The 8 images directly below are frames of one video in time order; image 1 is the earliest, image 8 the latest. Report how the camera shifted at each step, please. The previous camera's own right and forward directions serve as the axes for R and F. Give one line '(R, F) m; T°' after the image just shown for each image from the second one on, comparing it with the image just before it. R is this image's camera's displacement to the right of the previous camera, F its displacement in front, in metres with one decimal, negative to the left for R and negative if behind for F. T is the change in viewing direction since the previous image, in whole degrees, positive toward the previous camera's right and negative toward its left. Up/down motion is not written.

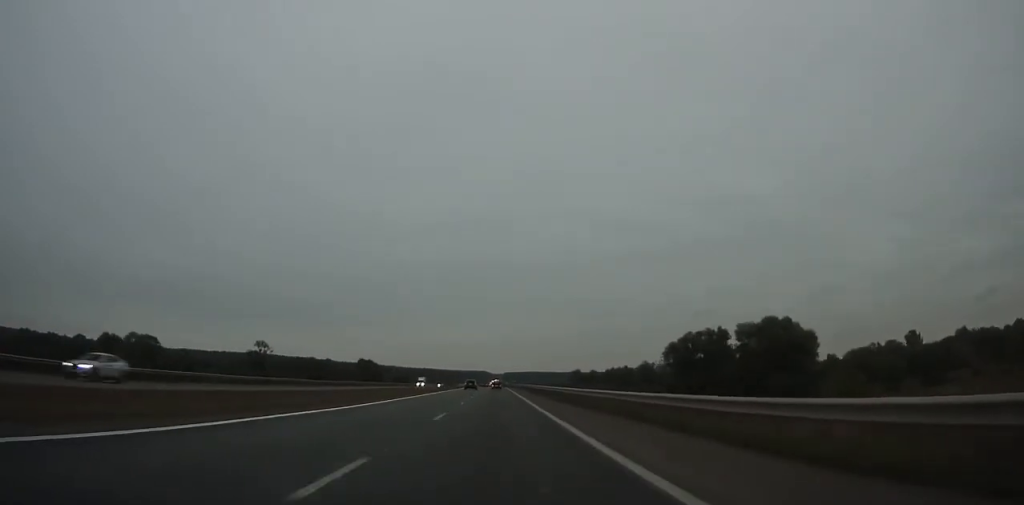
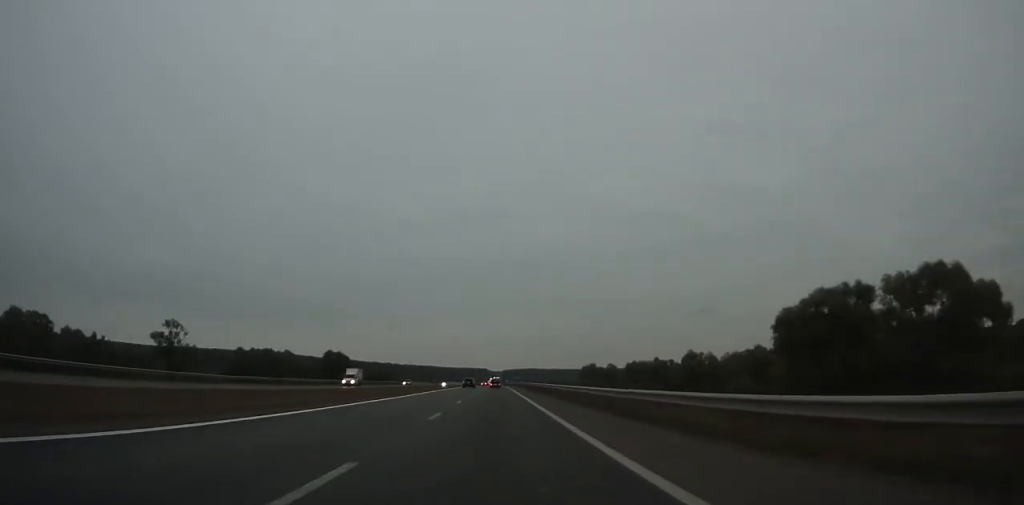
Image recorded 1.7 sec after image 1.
(0.0, +49.0) m; 0°
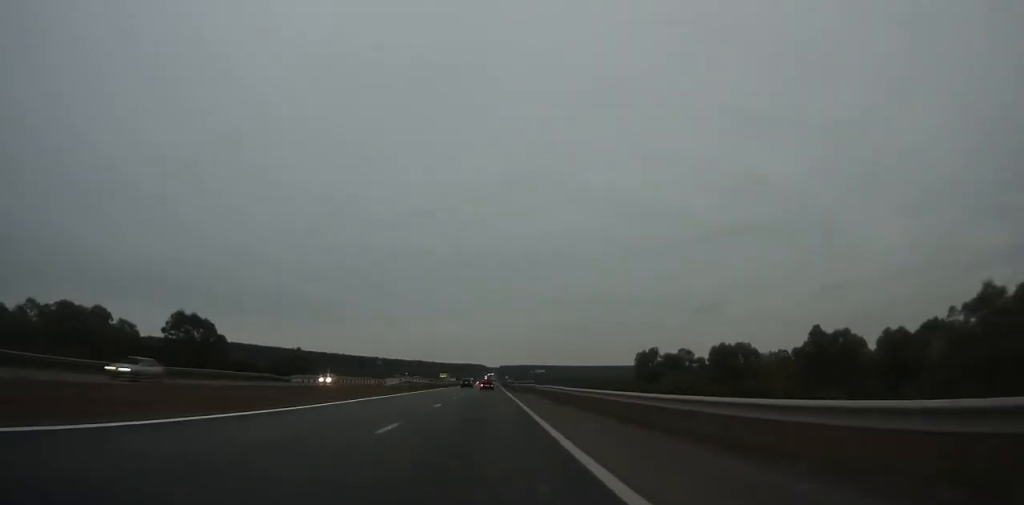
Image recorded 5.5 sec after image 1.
(+0.1, +105.1) m; 0°
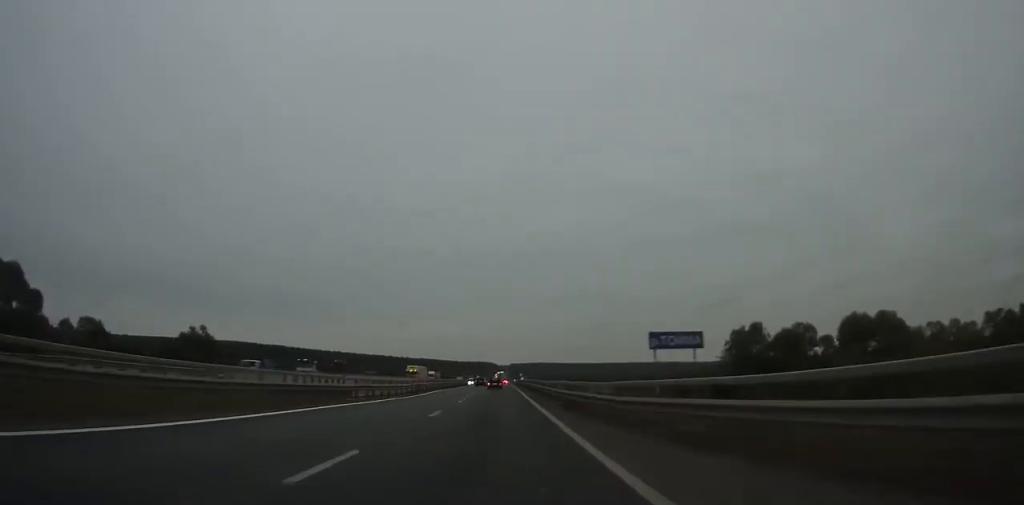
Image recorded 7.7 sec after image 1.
(-0.2, +56.2) m; 0°
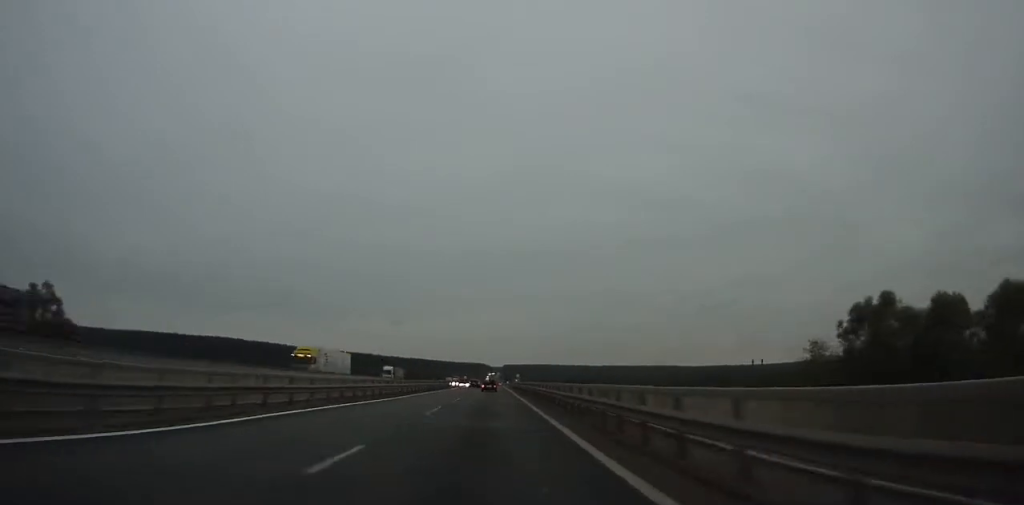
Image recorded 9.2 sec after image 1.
(-0.1, +37.2) m; 0°
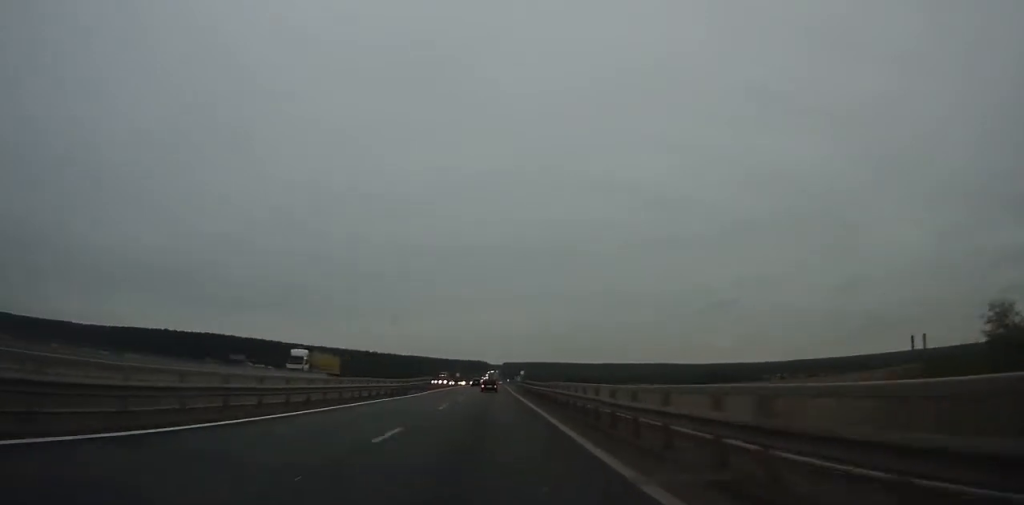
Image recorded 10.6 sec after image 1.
(0.0, +32.8) m; 0°
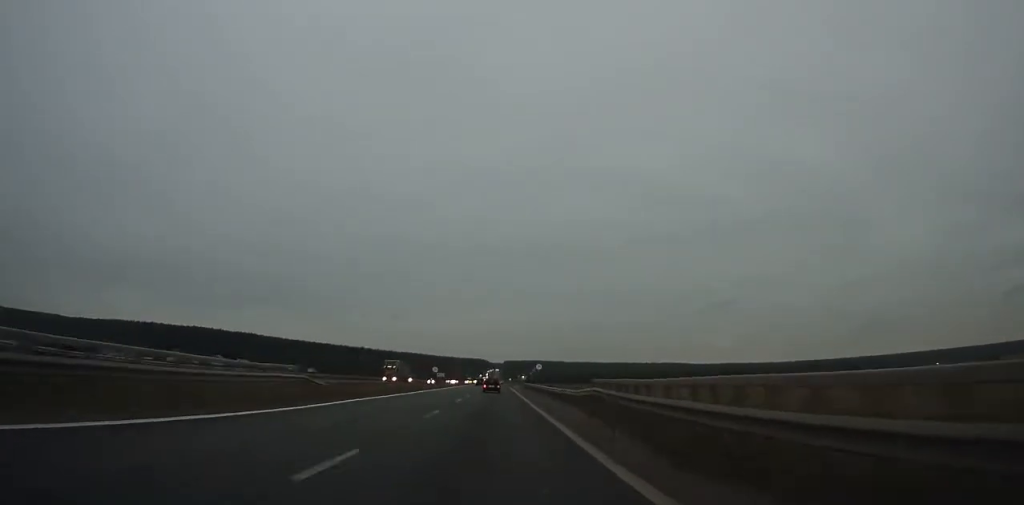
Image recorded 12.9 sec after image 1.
(0.0, +52.1) m; 0°
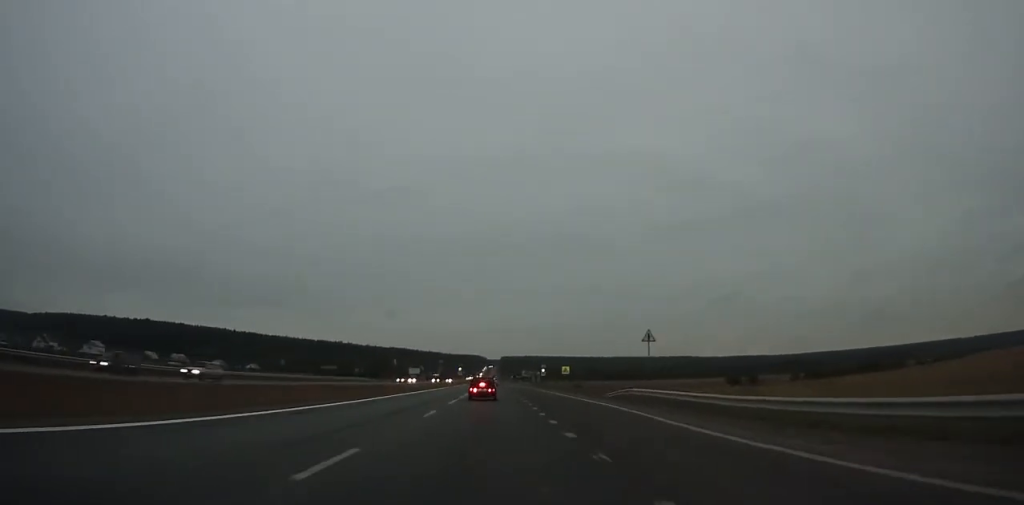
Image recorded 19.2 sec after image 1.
(+0.4, +125.6) m; 0°
